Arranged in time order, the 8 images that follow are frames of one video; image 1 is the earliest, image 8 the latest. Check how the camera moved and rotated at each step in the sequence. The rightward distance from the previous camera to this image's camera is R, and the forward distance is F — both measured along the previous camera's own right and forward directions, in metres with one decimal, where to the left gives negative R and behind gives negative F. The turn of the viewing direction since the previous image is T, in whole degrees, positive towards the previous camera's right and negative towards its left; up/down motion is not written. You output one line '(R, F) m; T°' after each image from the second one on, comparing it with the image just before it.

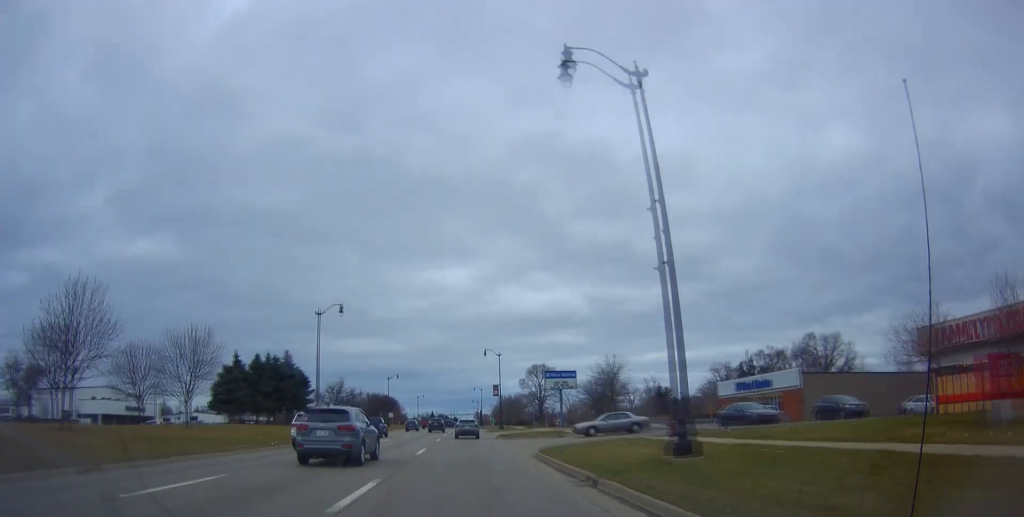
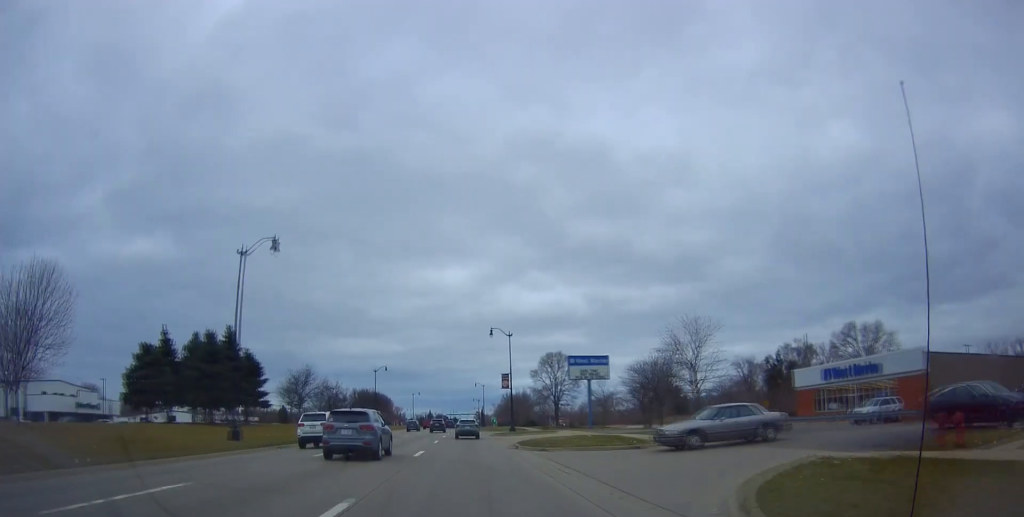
(+0.5, +18.2) m; 0°
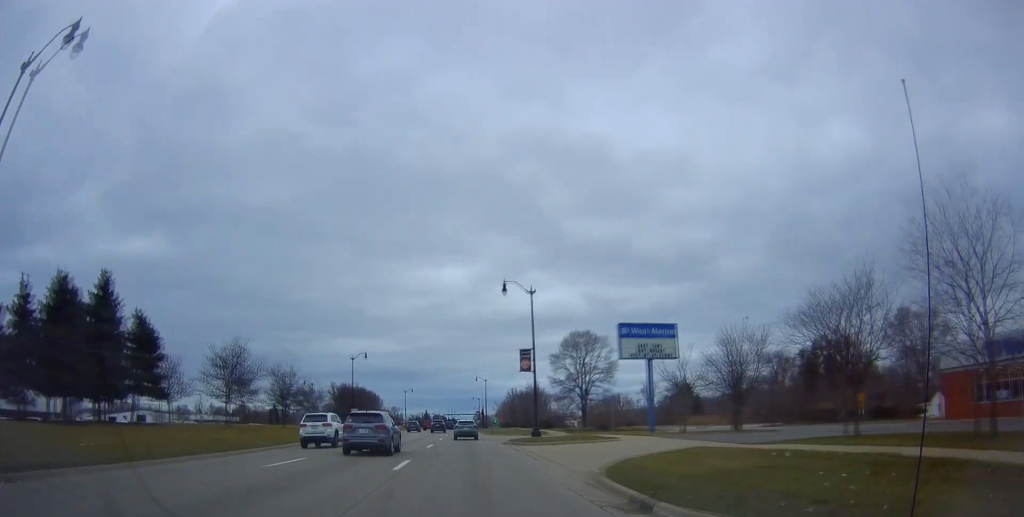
(-0.5, +20.7) m; 0°
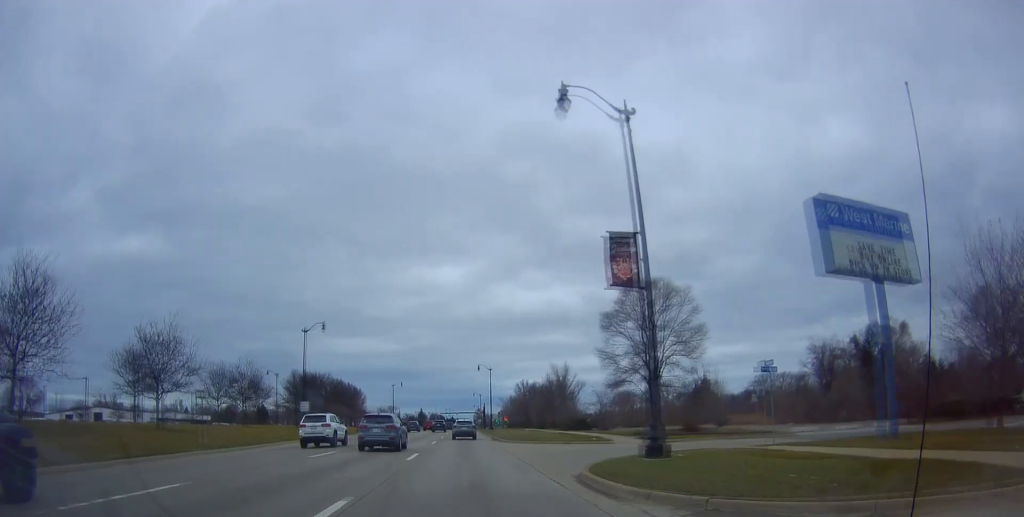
(+0.5, +25.0) m; 0°
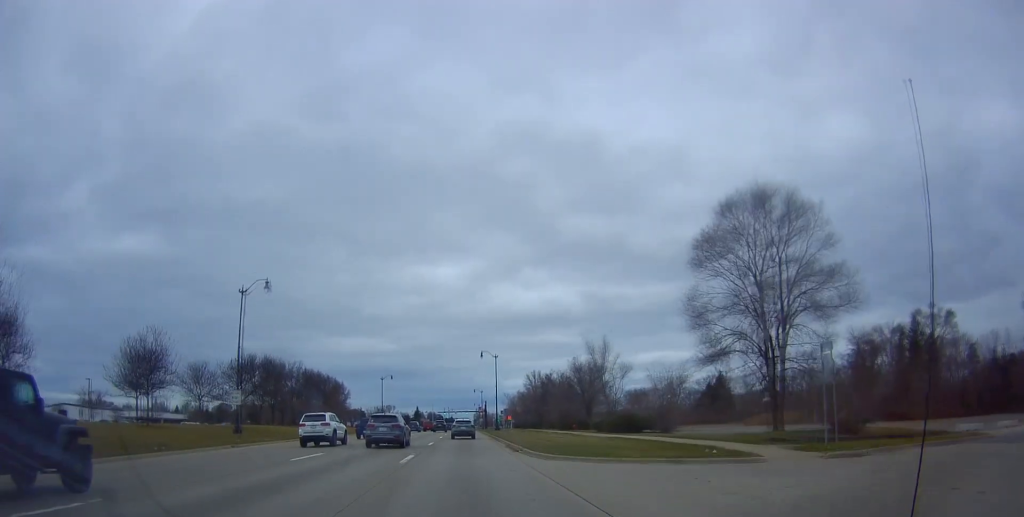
(-0.3, +17.4) m; -1°
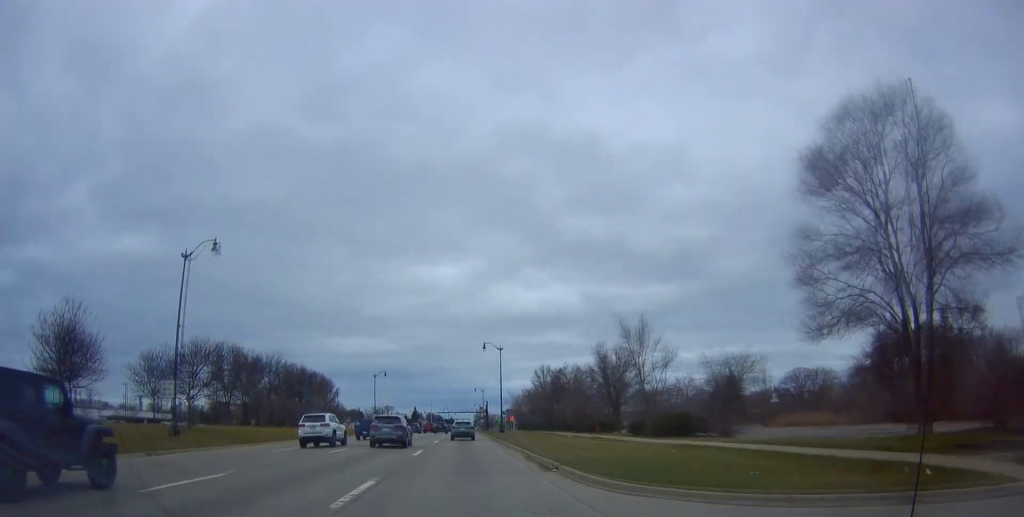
(-0.3, +9.7) m; +1°
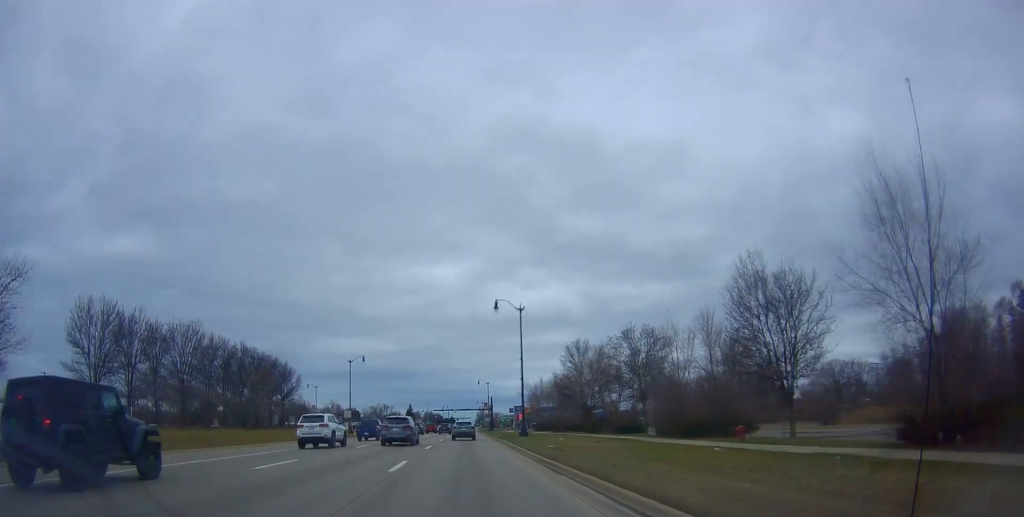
(+0.8, +24.0) m; +1°
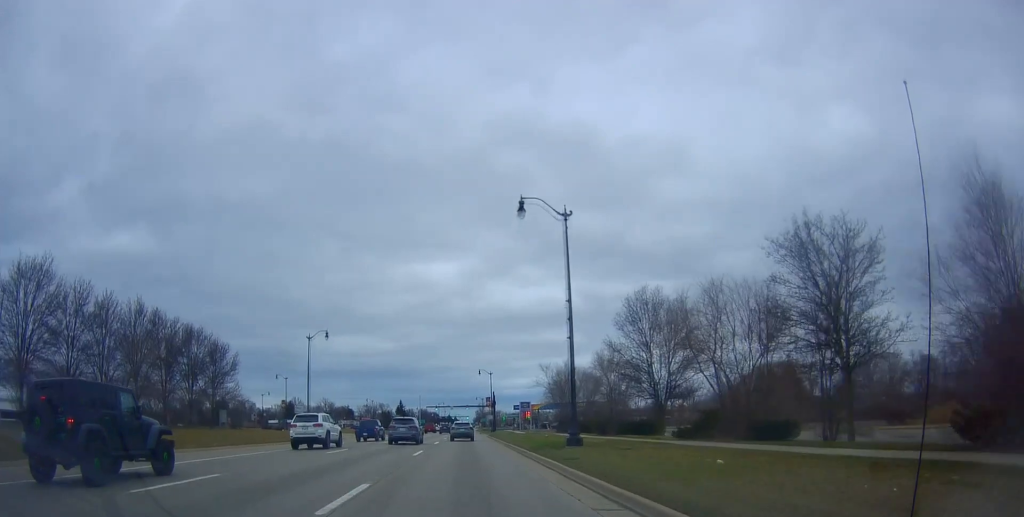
(-0.2, +21.3) m; 0°
